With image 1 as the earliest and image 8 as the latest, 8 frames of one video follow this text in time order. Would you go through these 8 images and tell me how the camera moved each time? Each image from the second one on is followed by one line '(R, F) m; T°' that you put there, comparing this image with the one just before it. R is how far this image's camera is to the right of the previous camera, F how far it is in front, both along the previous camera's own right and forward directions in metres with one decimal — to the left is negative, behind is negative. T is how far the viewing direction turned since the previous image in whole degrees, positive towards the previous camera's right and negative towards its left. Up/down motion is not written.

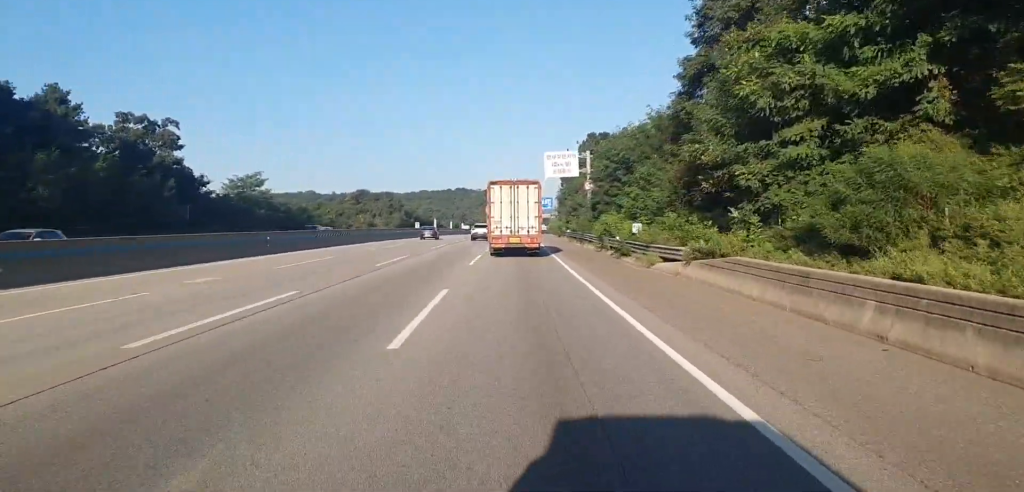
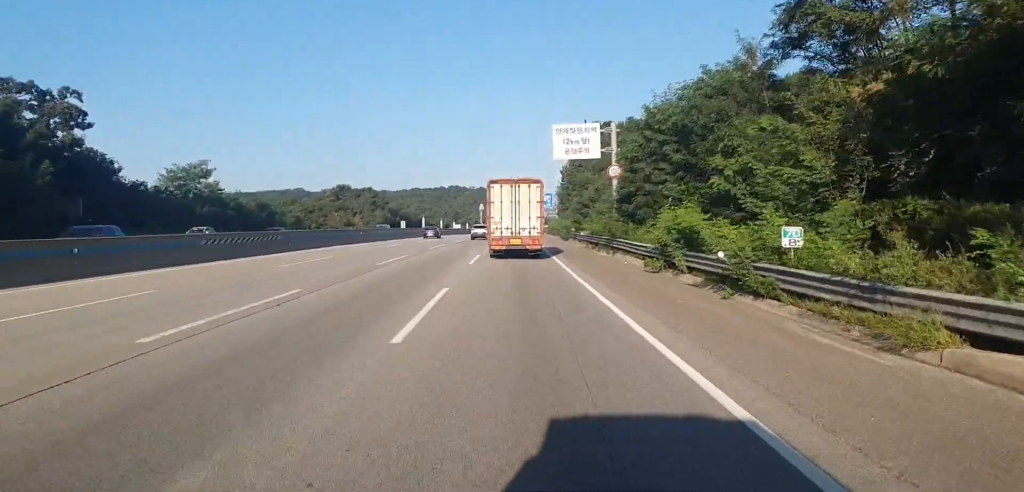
(+0.3, +18.5) m; +1°
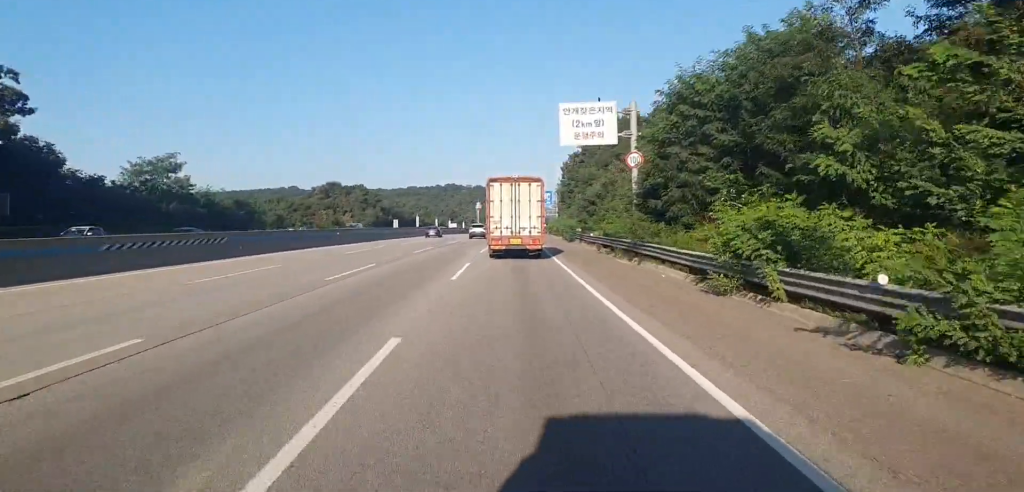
(+0.1, +9.2) m; 0°
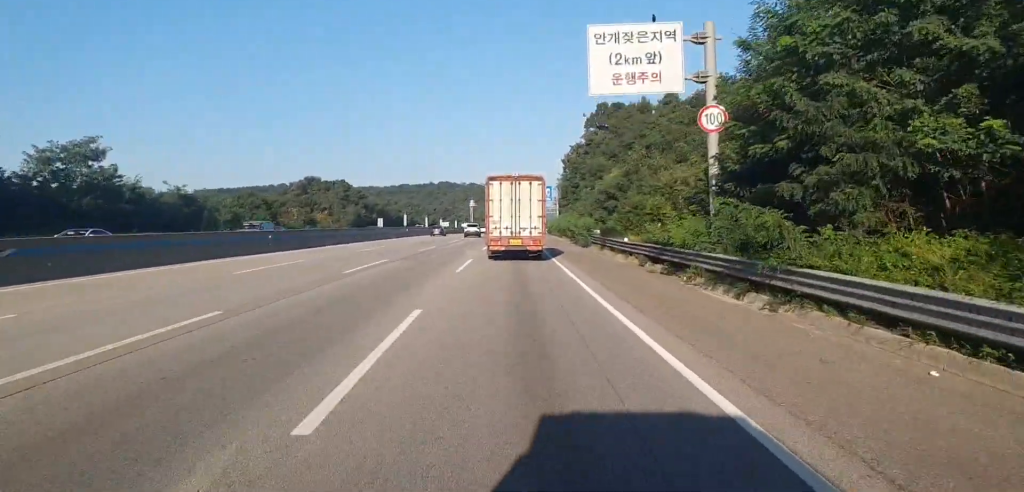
(0.0, +16.3) m; 0°
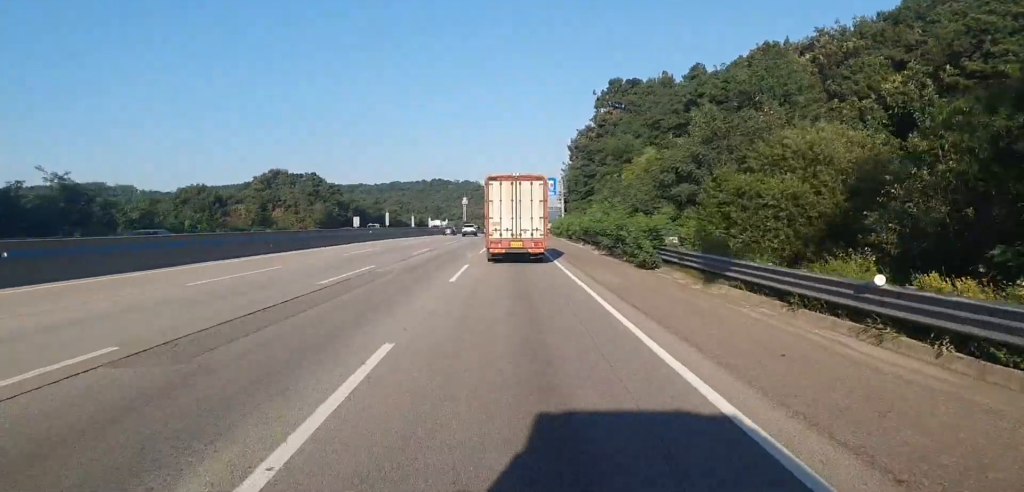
(0.0, +23.7) m; 0°
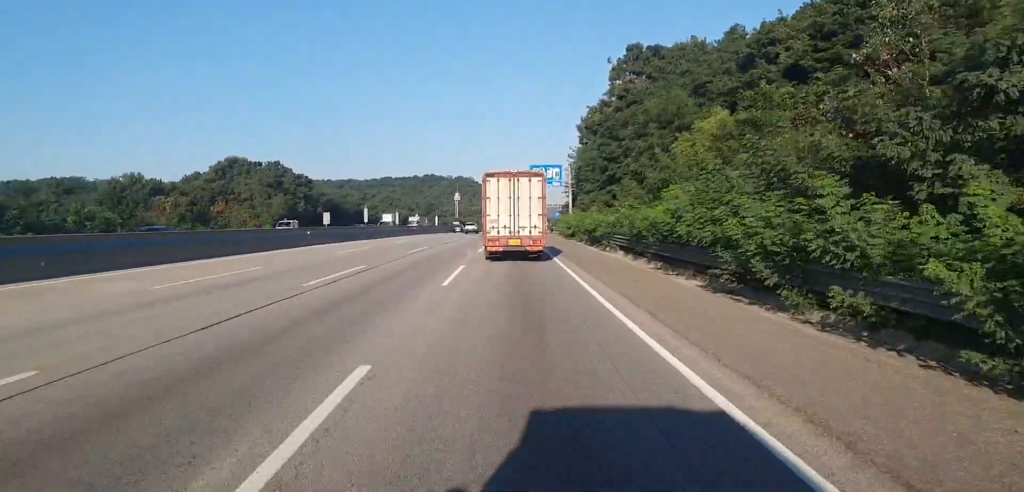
(0.0, +21.4) m; 0°
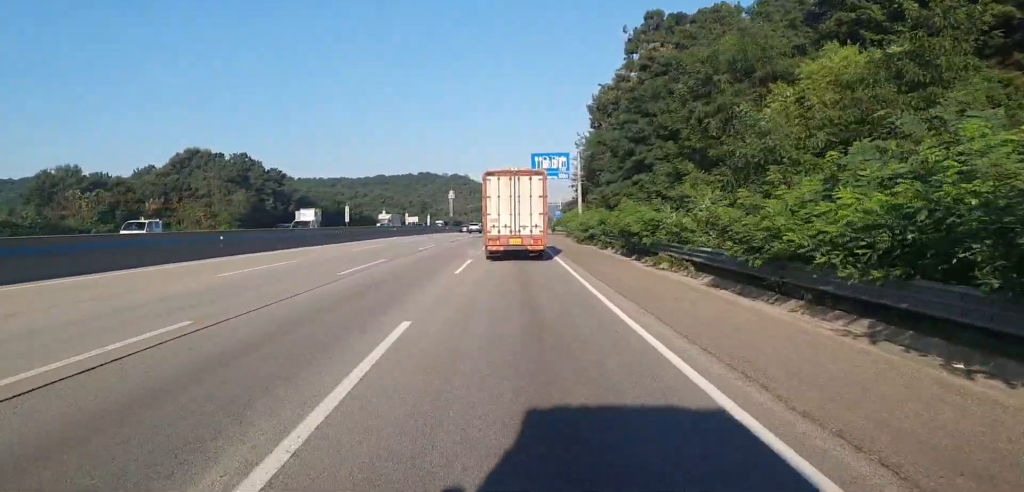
(0.0, +15.7) m; 0°
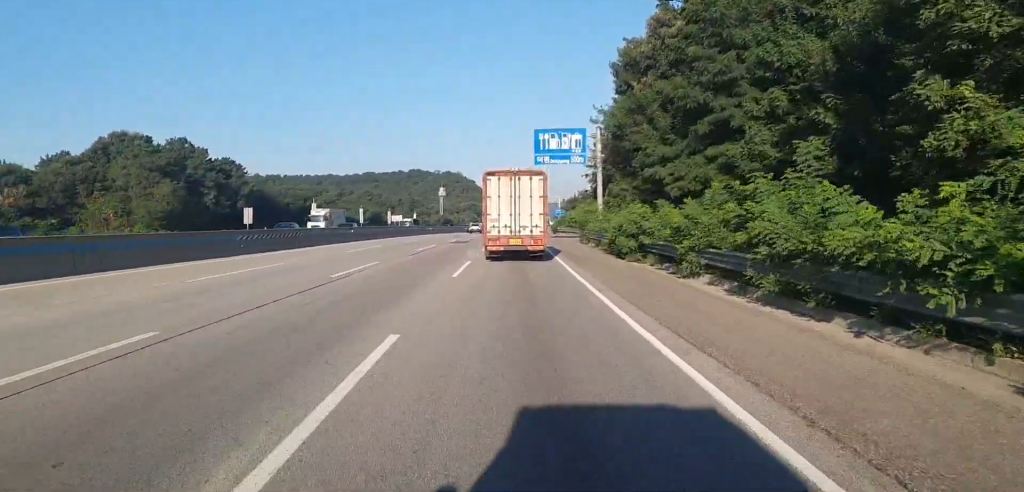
(0.0, +21.8) m; +1°
